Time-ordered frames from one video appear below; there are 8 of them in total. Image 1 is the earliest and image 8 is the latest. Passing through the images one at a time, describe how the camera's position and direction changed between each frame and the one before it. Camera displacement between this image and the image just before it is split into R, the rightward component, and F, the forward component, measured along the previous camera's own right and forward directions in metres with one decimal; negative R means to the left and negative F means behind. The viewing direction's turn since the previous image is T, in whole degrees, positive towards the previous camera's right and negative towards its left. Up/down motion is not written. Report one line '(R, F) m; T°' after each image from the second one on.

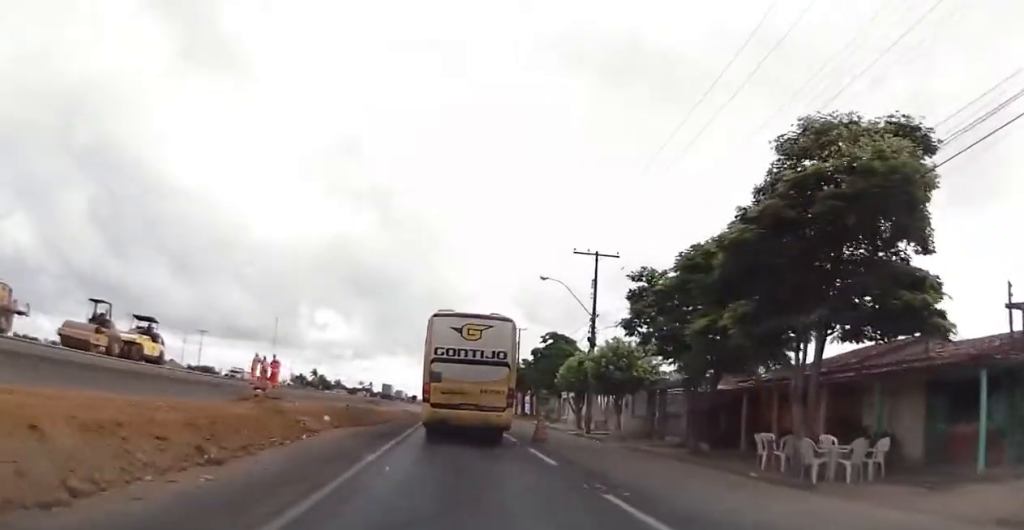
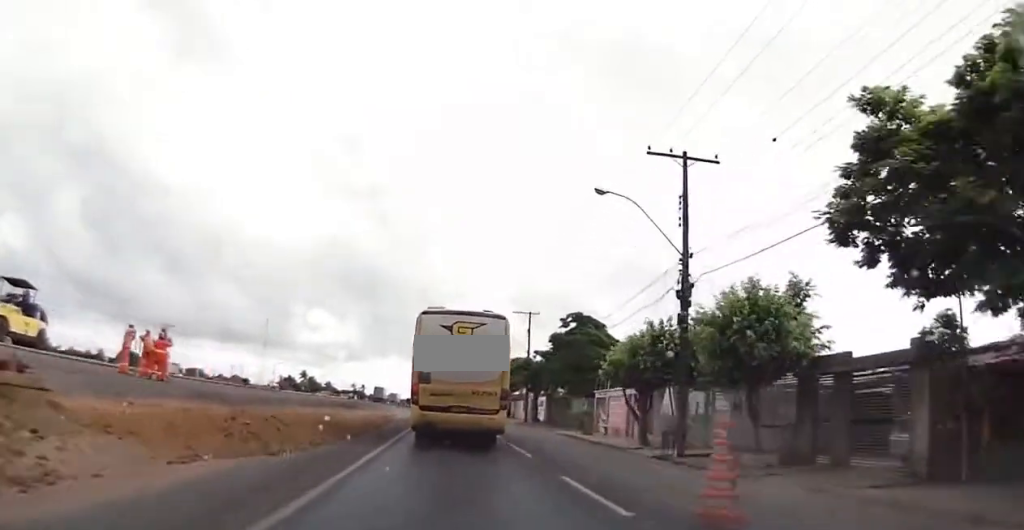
(+0.1, +15.6) m; +1°
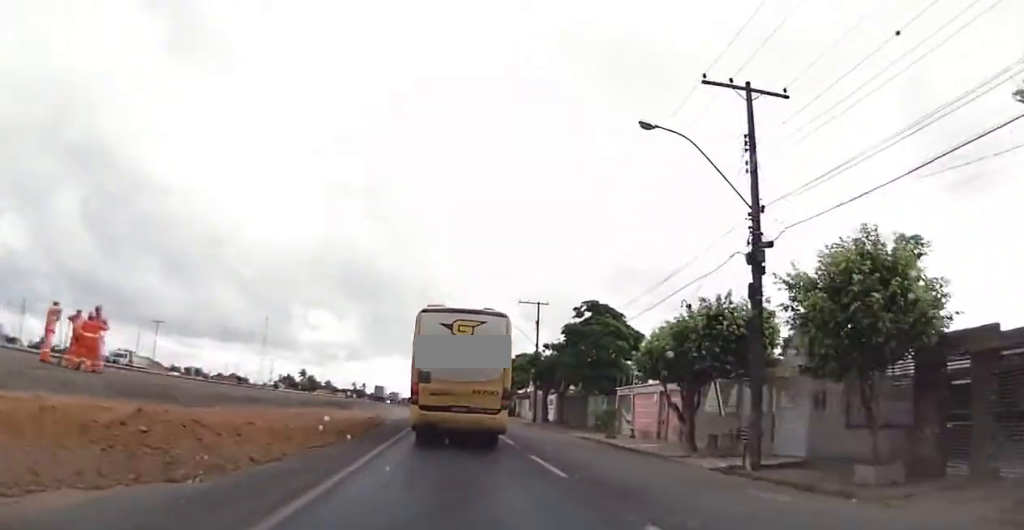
(+0.1, +5.4) m; 0°
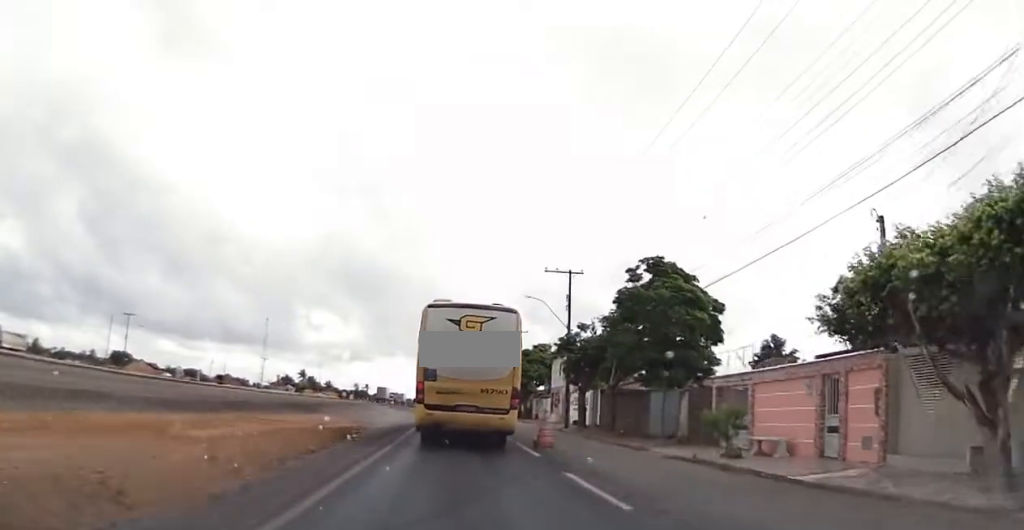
(-0.3, +13.7) m; -2°
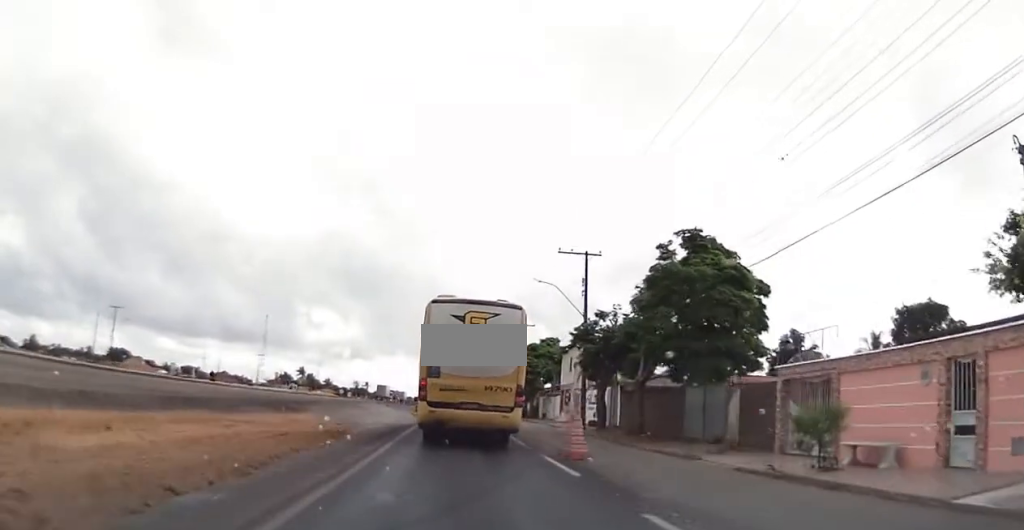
(0.0, +5.2) m; -1°
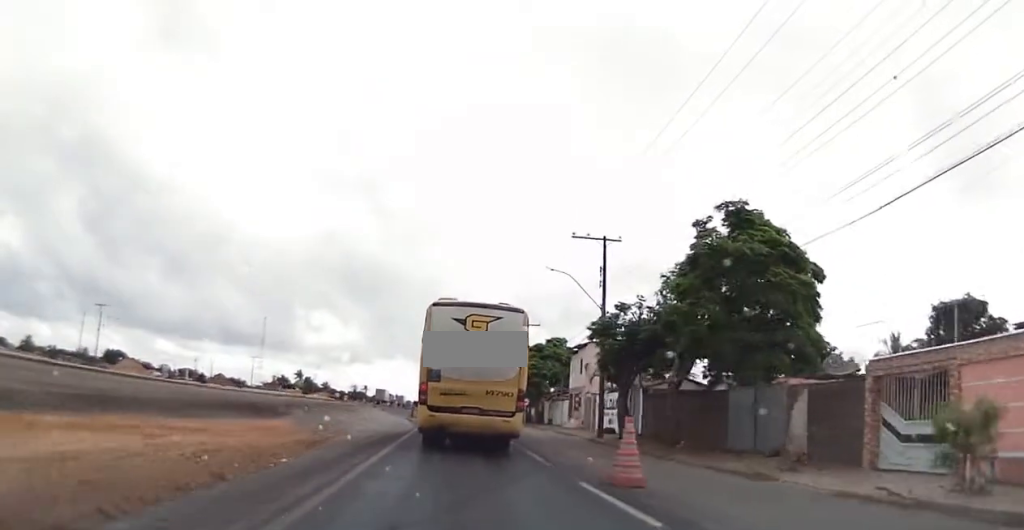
(-0.1, +4.7) m; 0°
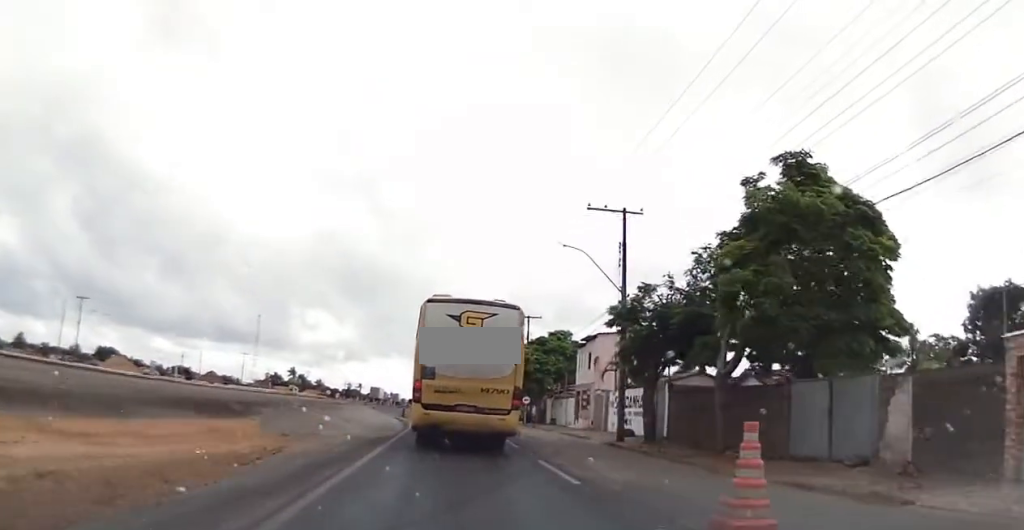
(-0.1, +5.0) m; 0°
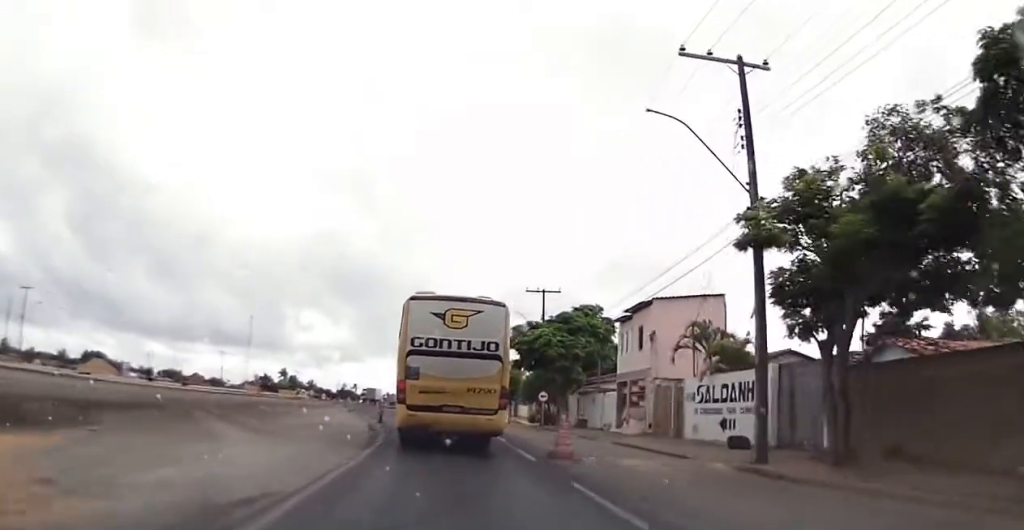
(+0.5, +13.8) m; +2°
